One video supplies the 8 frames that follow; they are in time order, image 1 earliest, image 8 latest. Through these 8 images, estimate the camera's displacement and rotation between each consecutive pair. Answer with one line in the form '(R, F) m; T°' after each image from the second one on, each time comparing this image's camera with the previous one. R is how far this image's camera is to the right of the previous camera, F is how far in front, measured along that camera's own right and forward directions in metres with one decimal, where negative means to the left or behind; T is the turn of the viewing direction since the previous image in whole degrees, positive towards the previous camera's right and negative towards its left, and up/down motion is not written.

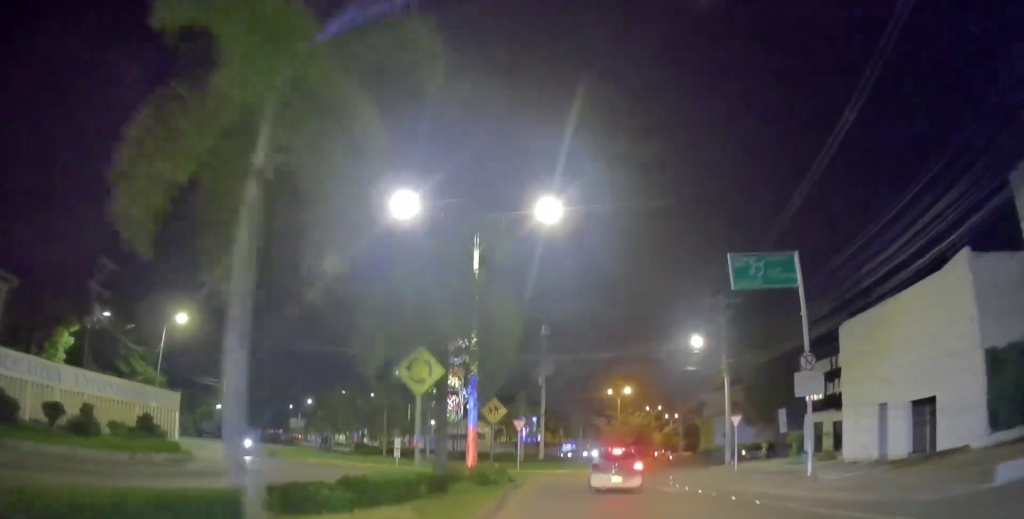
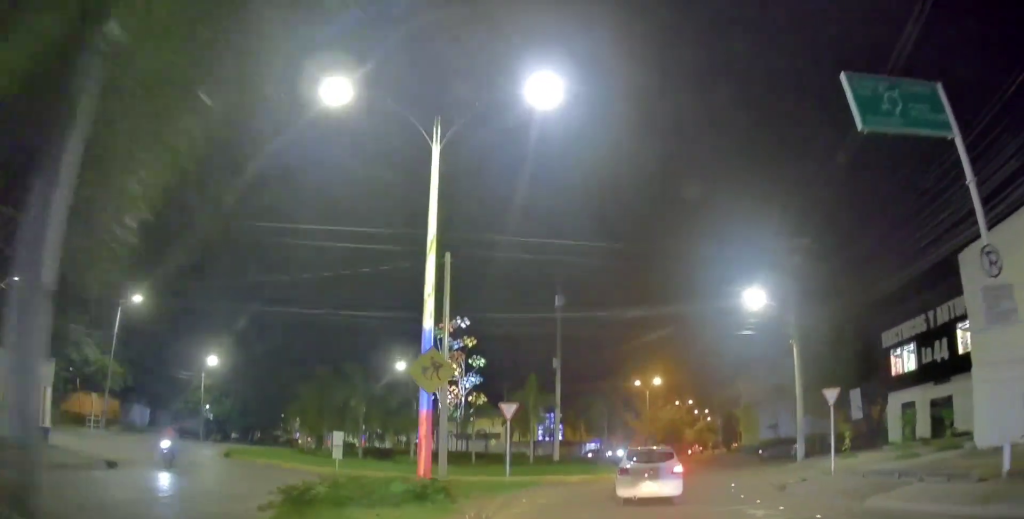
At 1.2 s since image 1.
(-0.4, +11.1) m; -4°
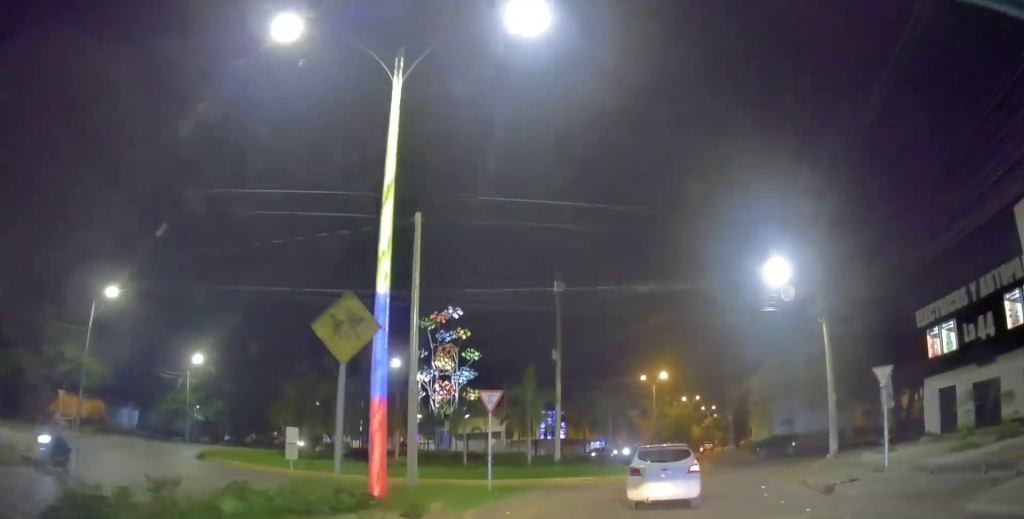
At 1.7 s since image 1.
(-0.2, +4.4) m; -2°
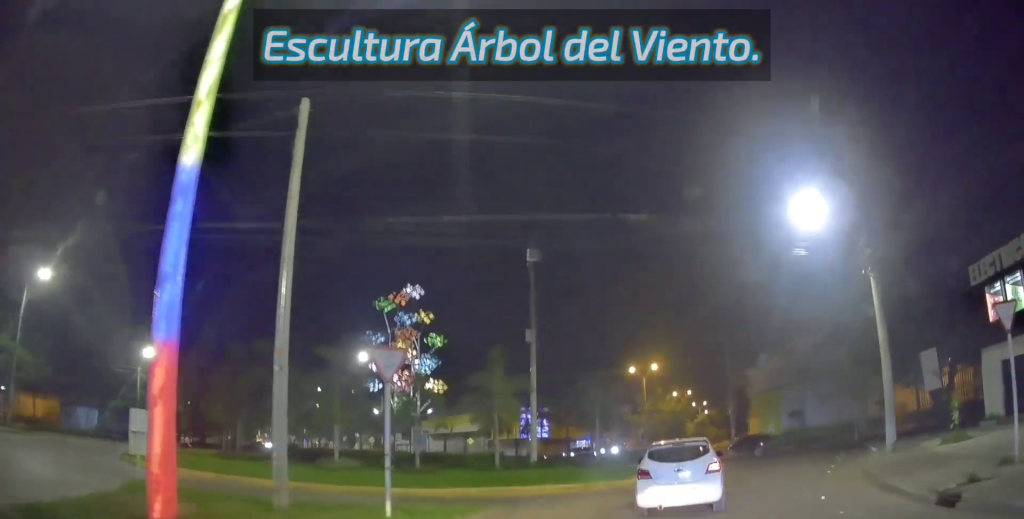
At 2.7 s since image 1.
(+0.1, +6.7) m; +1°
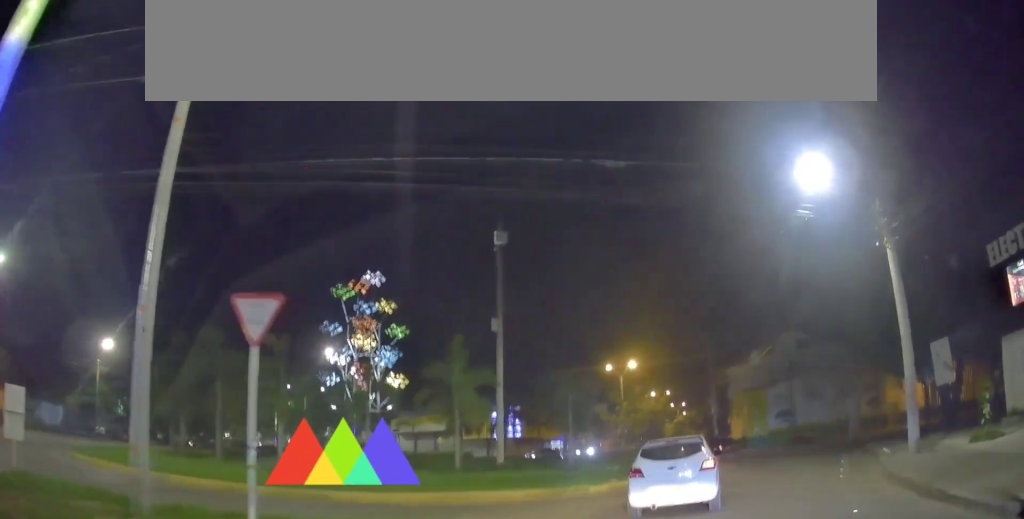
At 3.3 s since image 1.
(0.0, +3.3) m; 0°
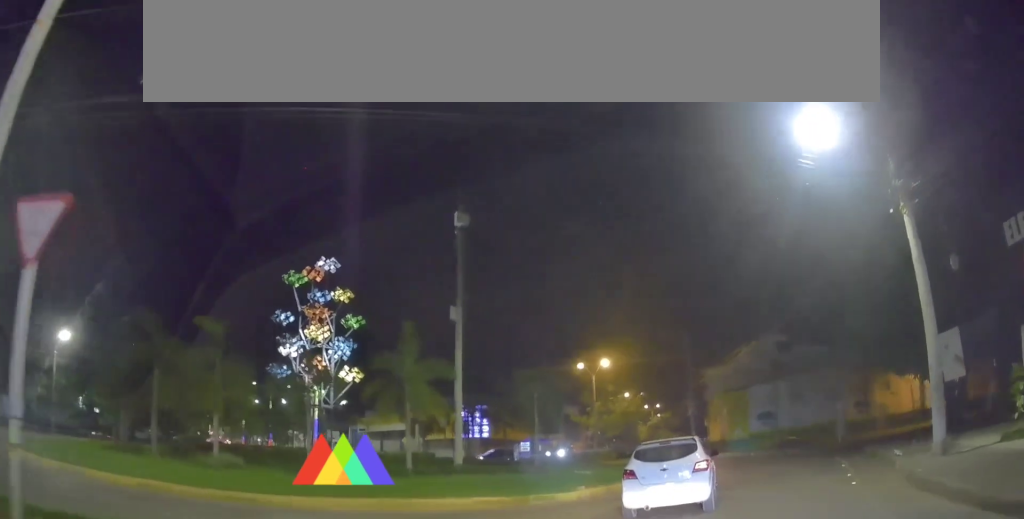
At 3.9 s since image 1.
(0.0, +3.1) m; +1°
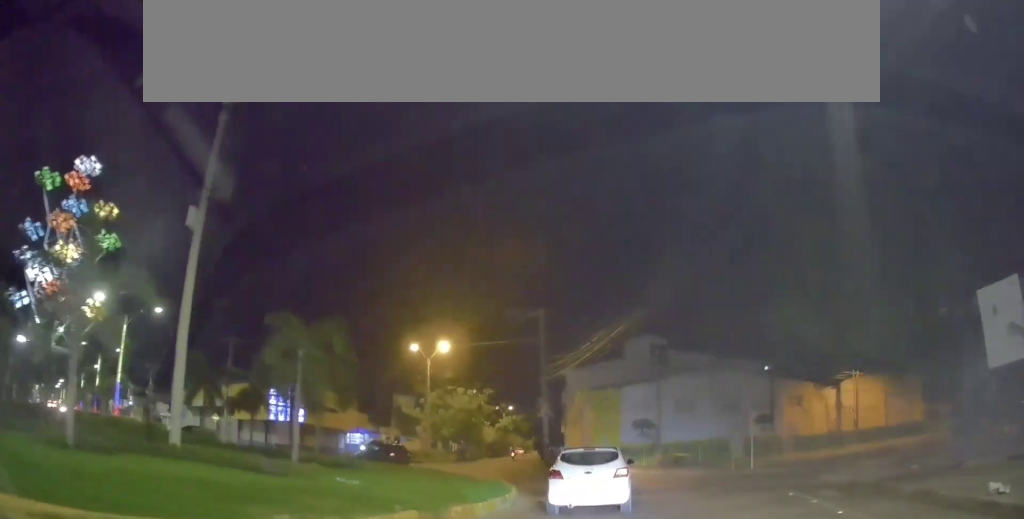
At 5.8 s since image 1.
(+1.0, +9.3) m; +12°
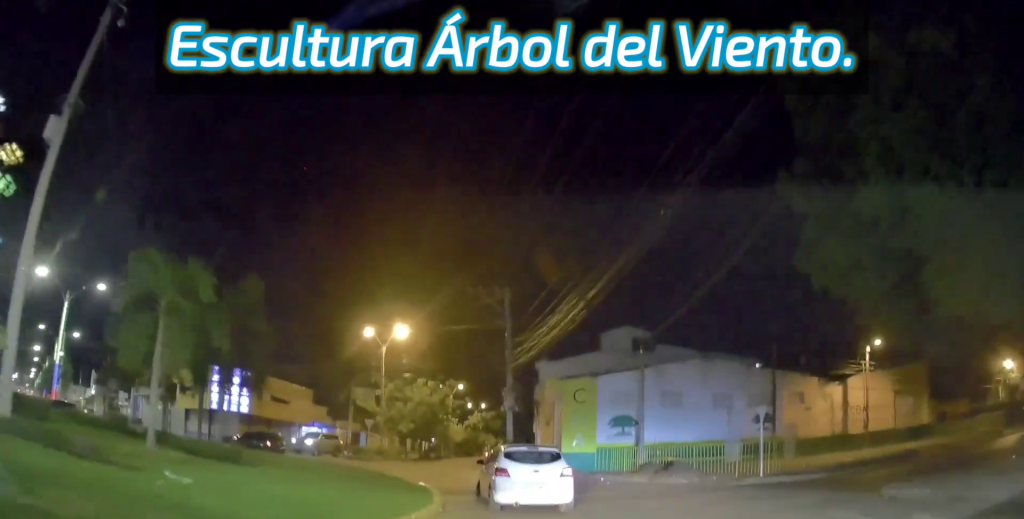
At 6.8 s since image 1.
(+0.1, +5.1) m; +4°
